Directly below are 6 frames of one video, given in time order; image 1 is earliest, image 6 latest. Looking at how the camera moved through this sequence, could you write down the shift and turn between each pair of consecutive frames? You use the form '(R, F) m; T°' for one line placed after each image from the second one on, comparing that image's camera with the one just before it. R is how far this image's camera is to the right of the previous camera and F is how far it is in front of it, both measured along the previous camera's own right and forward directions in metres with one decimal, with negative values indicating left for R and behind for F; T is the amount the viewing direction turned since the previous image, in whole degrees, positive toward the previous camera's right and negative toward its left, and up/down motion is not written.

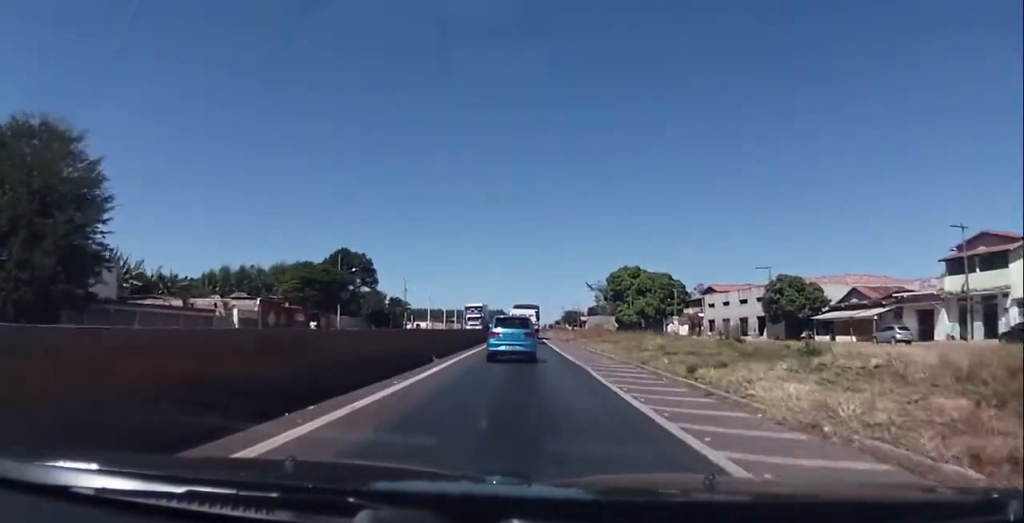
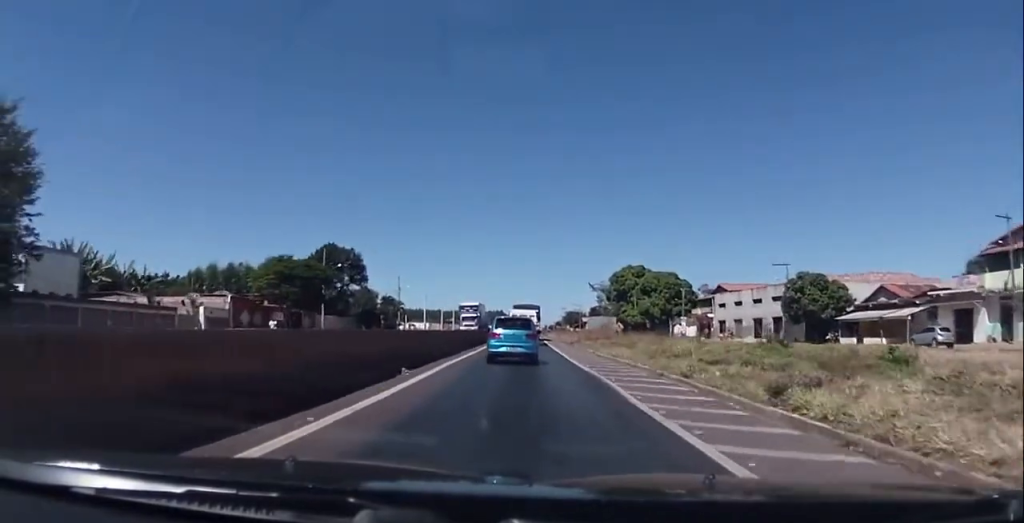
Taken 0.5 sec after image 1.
(-0.1, +5.6) m; 0°
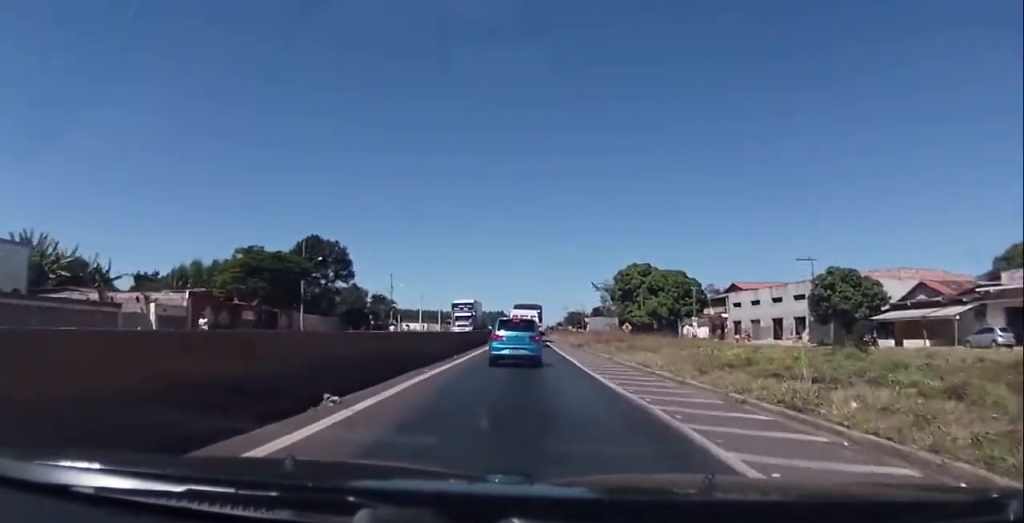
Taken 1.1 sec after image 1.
(-0.2, +6.7) m; 0°
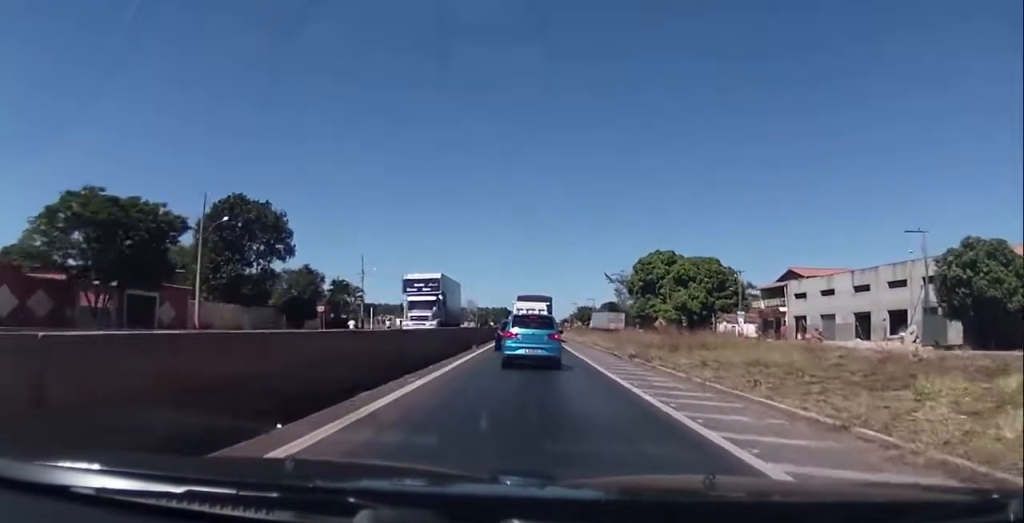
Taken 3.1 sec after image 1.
(-0.5, +20.2) m; -3°
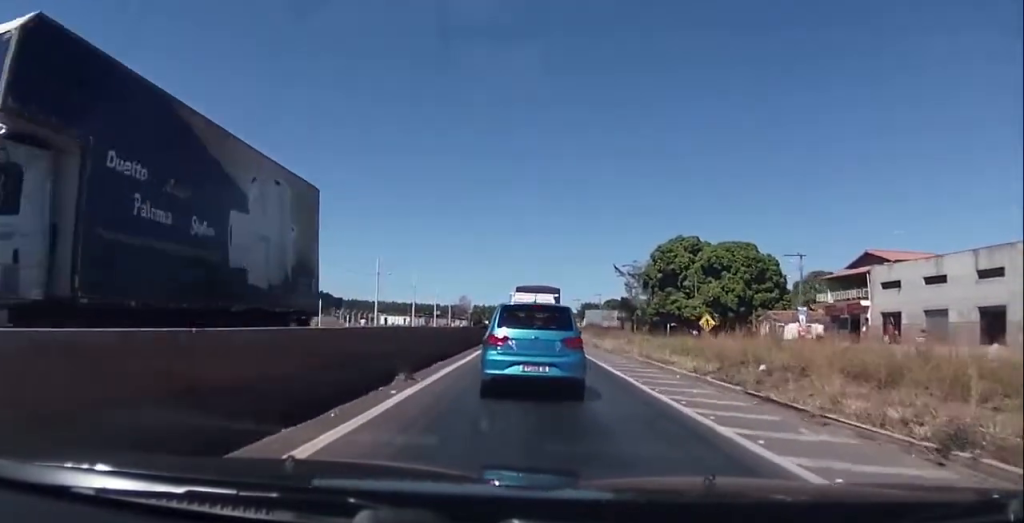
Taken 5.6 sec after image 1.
(+1.5, +20.2) m; +1°
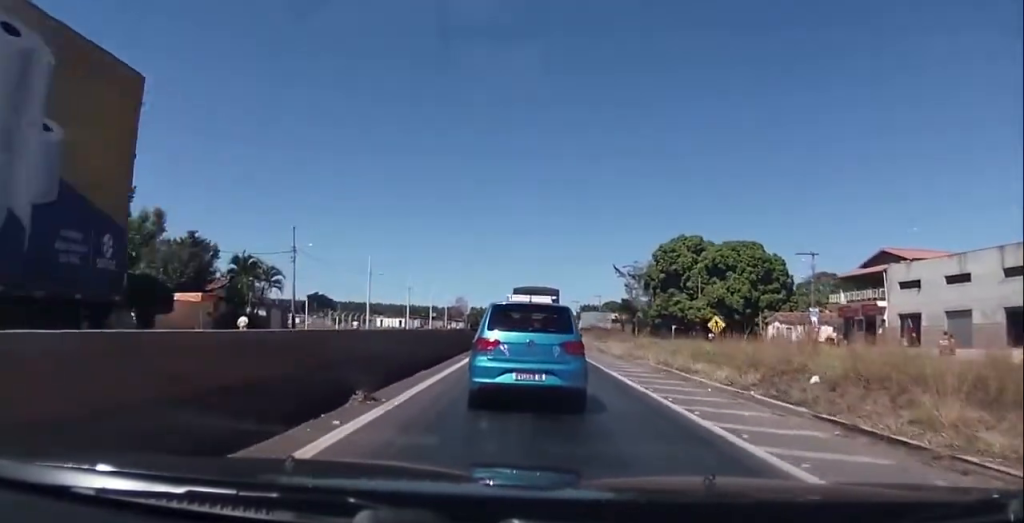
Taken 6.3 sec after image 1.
(-0.4, +3.8) m; -2°
